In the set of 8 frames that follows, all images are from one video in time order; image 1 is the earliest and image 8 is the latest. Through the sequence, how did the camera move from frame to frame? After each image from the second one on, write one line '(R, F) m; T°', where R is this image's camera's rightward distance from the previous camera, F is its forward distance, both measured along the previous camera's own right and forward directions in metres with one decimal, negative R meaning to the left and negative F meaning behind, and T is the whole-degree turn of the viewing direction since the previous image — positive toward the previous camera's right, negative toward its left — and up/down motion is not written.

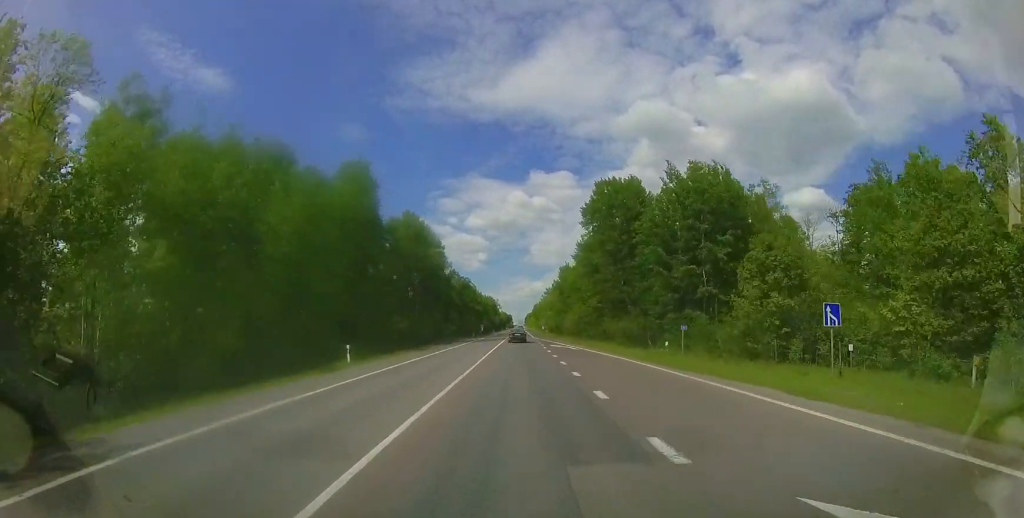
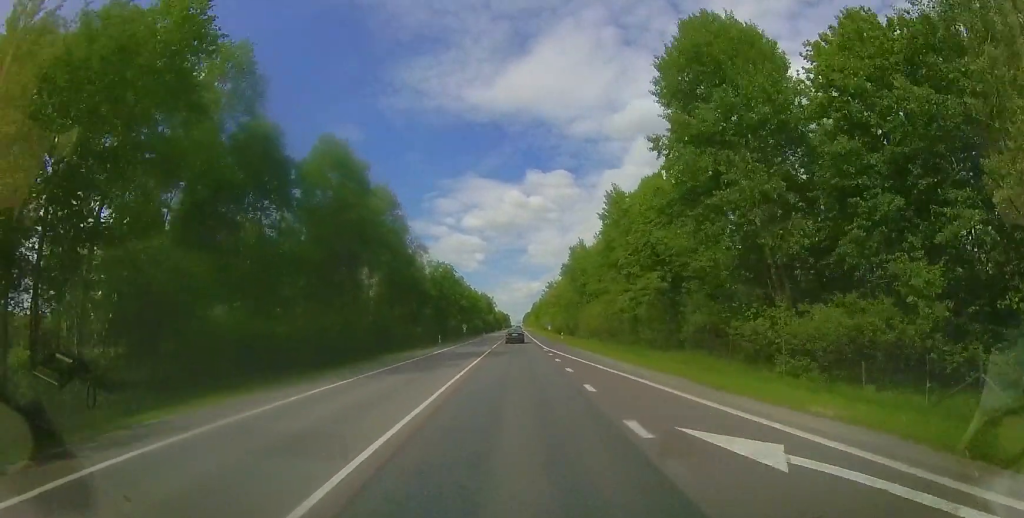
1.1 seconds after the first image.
(0.0, +27.6) m; +1°
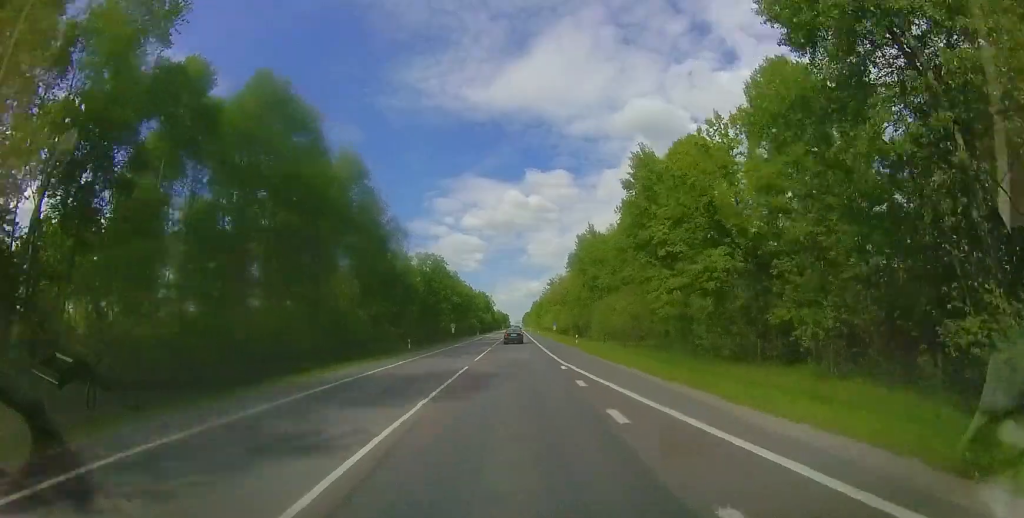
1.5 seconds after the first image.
(+0.2, +10.6) m; 0°
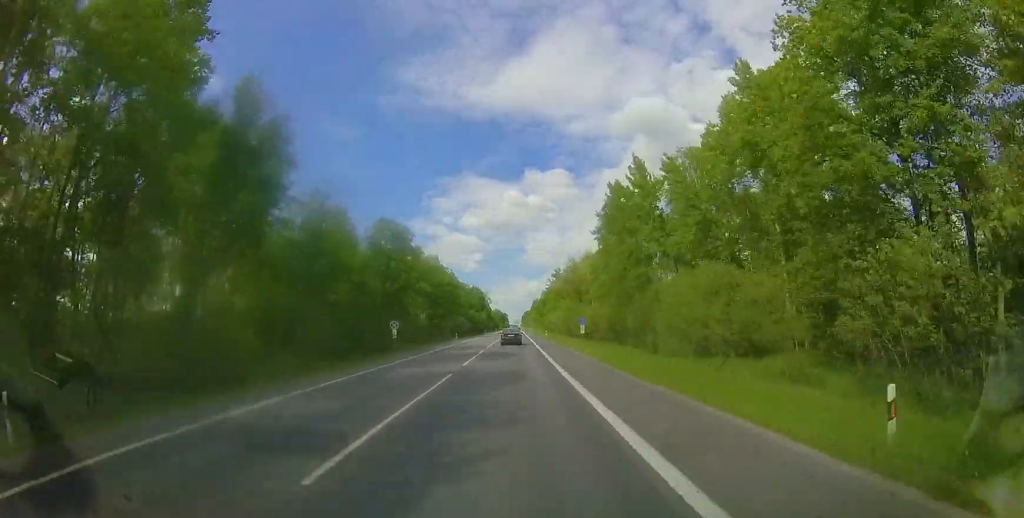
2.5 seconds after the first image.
(+0.4, +26.5) m; 0°
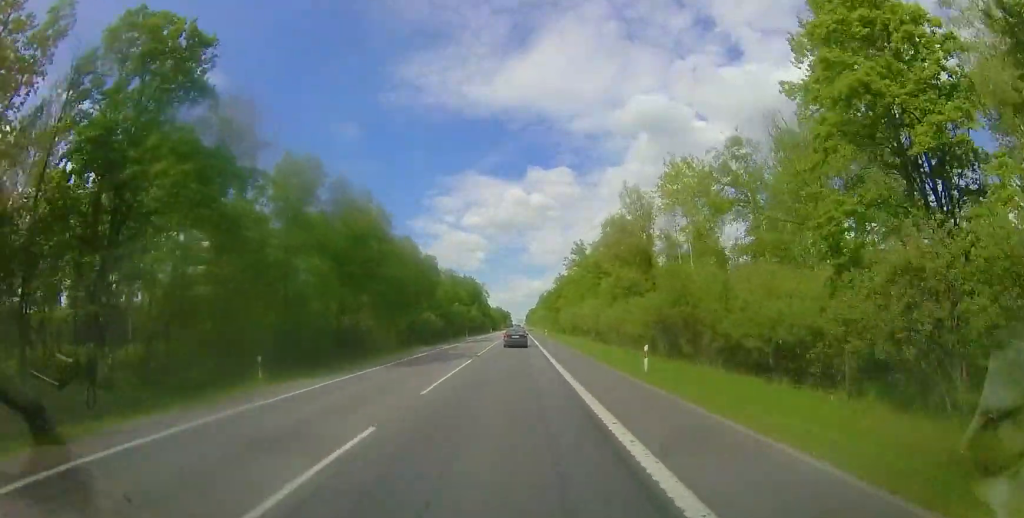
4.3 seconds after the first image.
(-0.4, +43.5) m; -1°
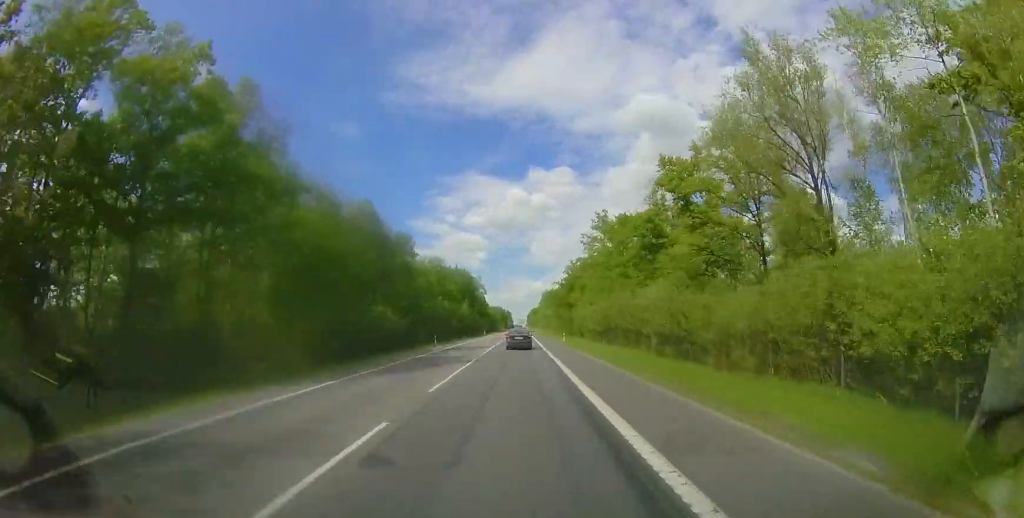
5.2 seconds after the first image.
(-0.3, +24.2) m; 0°
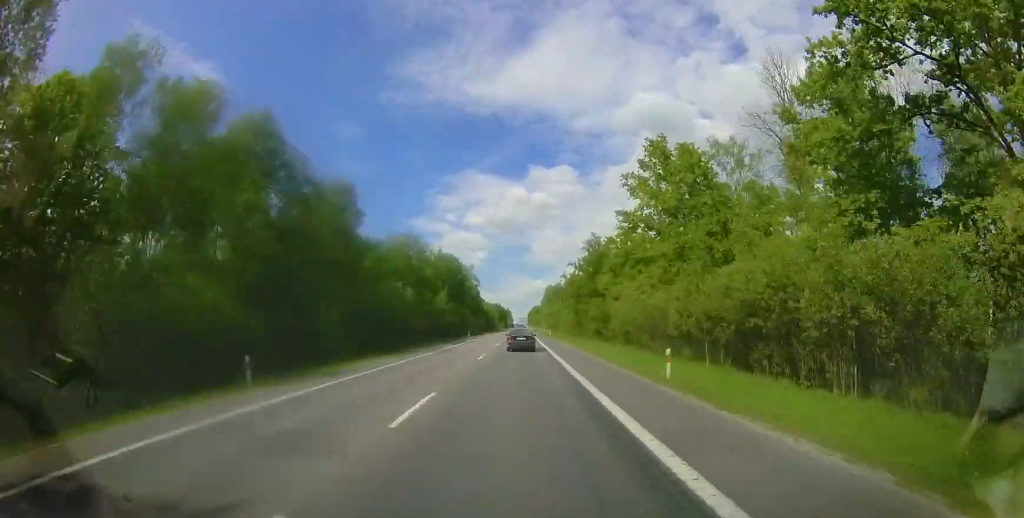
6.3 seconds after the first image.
(+0.2, +28.1) m; 0°
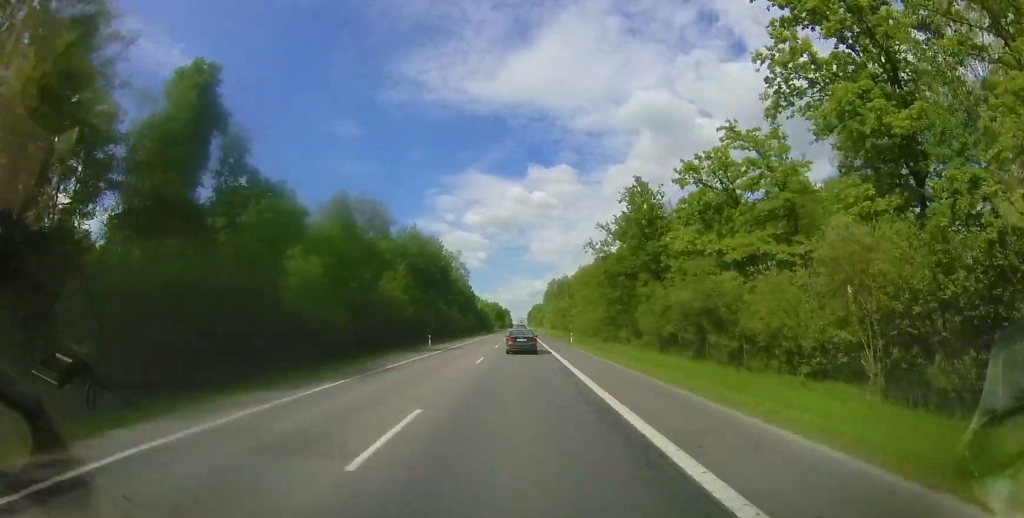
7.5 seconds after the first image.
(-0.3, +27.6) m; -1°
